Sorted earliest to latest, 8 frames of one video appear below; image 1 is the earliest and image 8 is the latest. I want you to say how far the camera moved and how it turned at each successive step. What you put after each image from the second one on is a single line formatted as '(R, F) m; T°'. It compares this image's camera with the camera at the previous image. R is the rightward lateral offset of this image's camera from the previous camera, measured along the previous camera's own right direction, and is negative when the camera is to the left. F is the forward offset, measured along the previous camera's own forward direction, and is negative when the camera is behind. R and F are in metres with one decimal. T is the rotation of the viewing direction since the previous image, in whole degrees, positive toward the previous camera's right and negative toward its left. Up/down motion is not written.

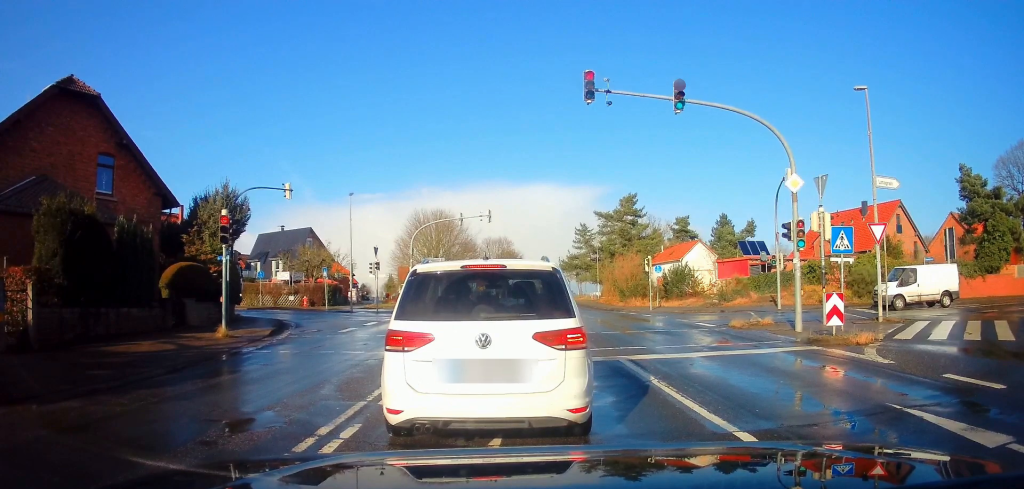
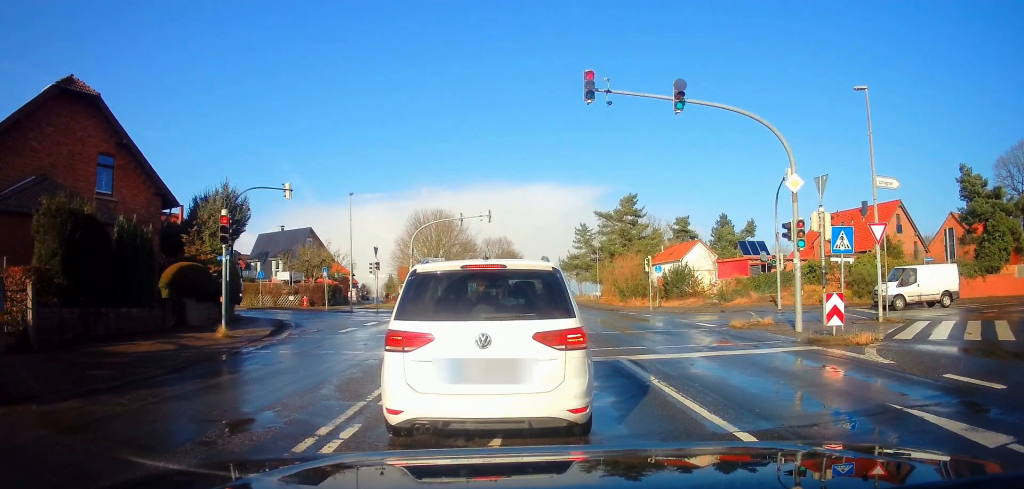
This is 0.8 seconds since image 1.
(0.0, 0.0) m; 0°
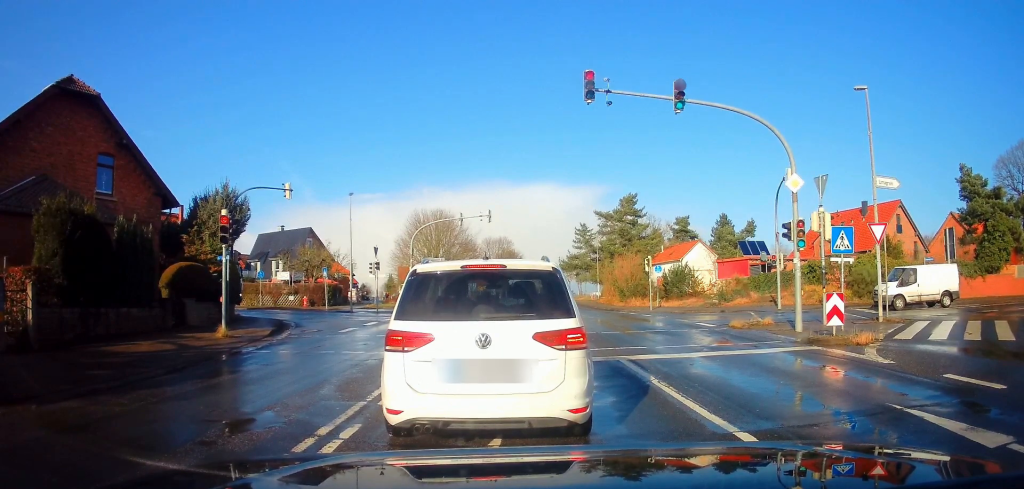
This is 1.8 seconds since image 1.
(0.0, 0.0) m; 0°
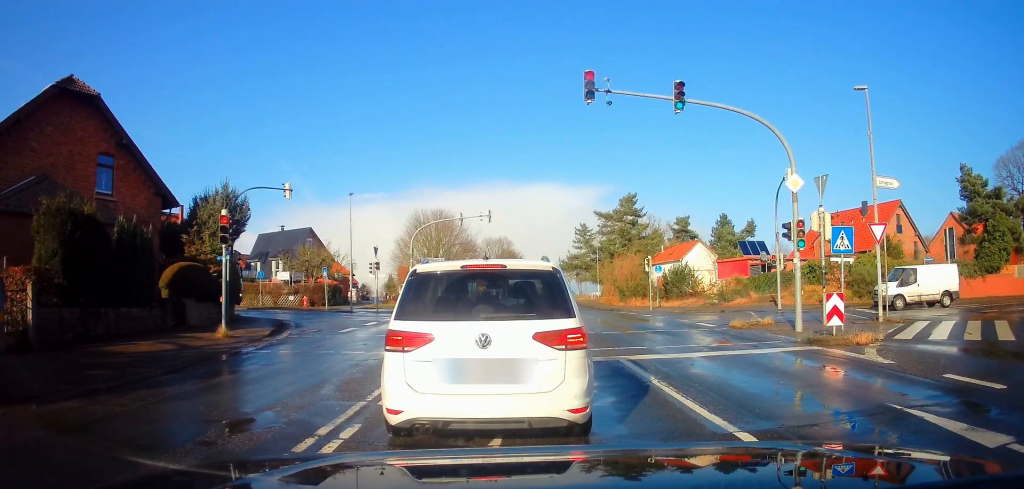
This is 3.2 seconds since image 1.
(0.0, 0.0) m; 0°
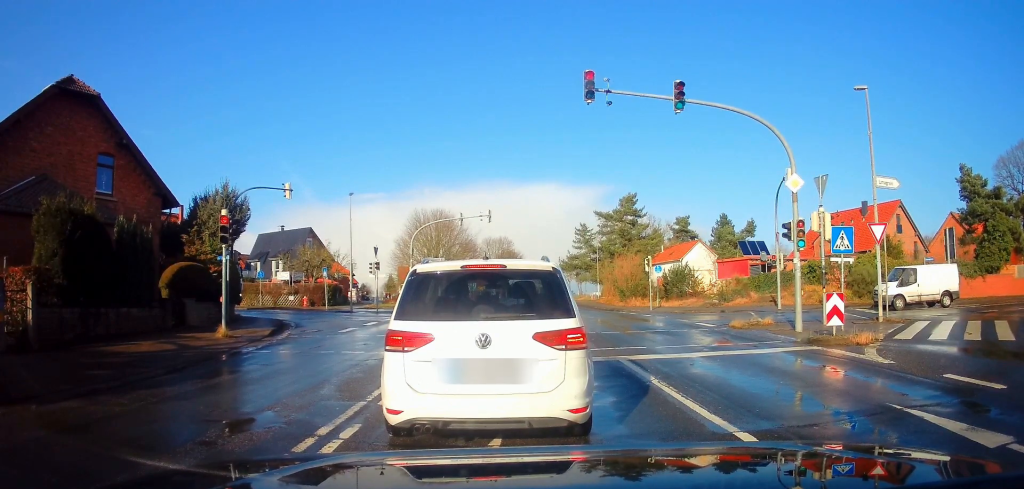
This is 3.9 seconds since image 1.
(0.0, 0.0) m; 0°
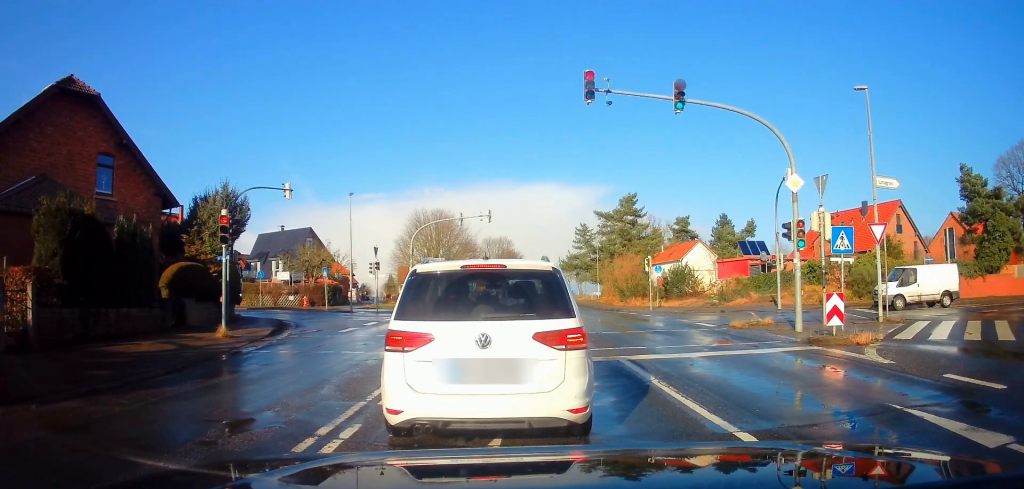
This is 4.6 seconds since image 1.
(0.0, 0.0) m; 0°
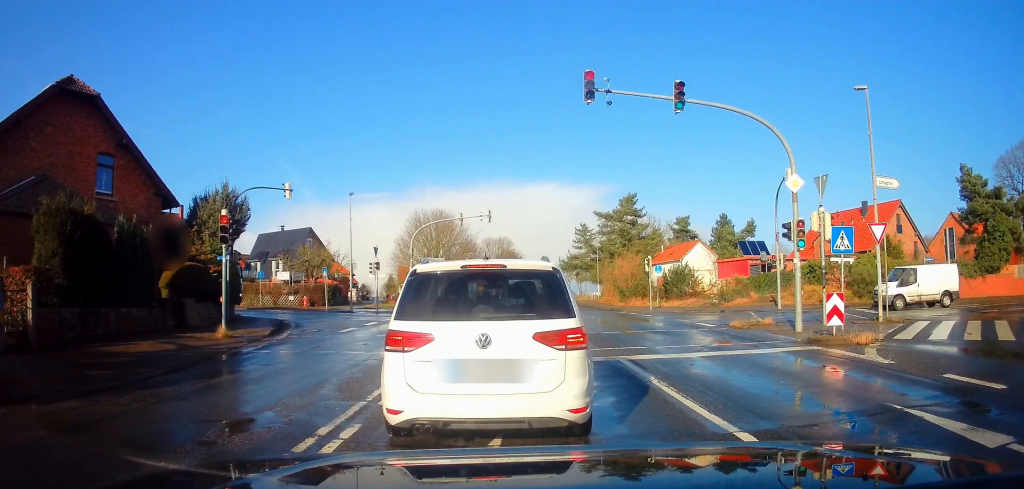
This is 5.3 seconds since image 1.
(0.0, 0.0) m; 0°
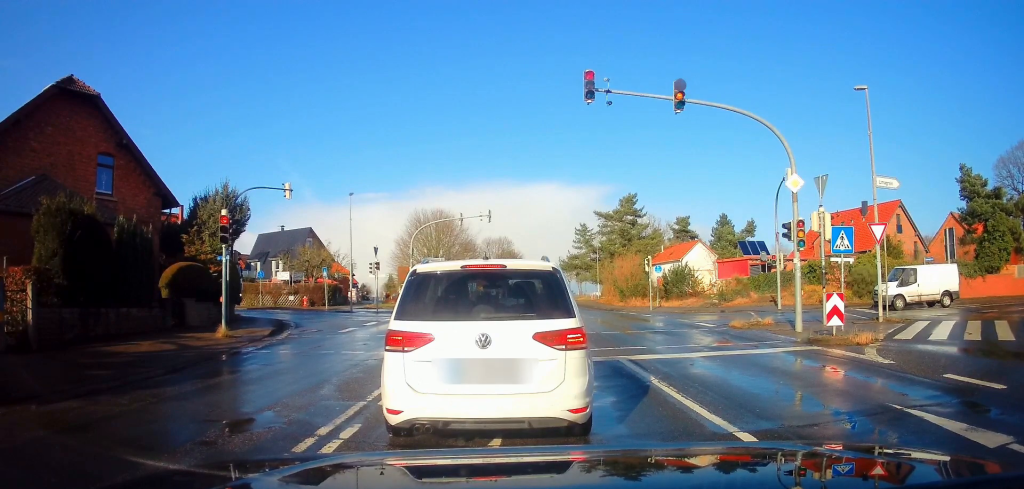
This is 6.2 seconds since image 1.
(0.0, 0.0) m; 0°
